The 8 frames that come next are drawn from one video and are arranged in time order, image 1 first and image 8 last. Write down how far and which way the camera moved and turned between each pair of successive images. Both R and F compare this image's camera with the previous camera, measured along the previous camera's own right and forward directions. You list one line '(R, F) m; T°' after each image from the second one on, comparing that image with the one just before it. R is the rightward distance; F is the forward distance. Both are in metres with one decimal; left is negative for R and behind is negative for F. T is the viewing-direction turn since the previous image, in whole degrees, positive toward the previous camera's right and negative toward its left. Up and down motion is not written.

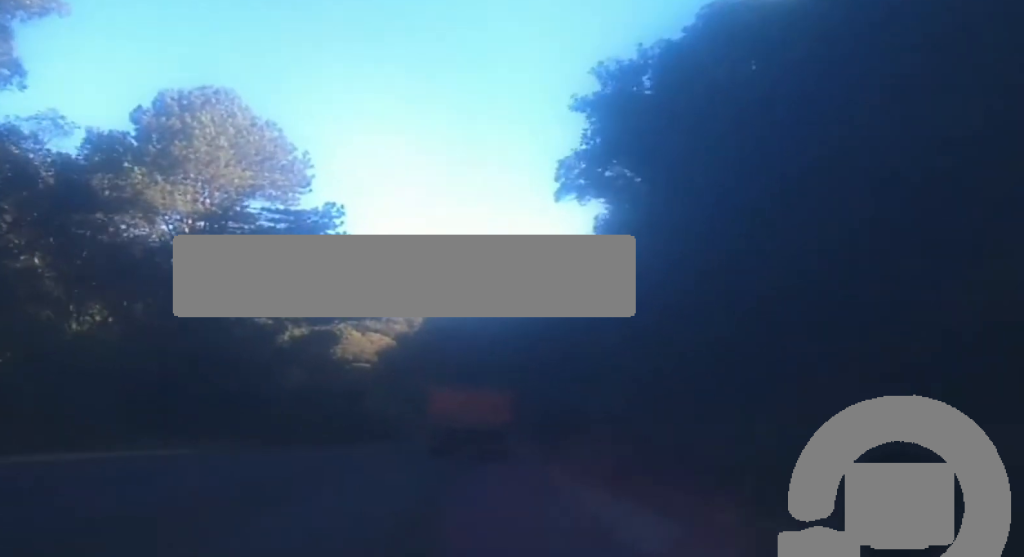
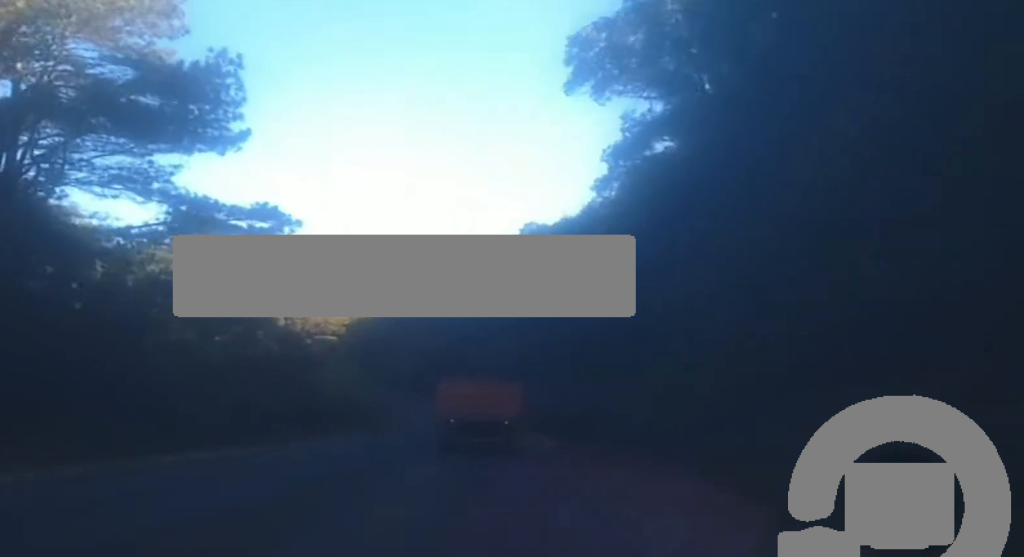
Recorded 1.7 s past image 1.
(+0.8, +24.0) m; +4°
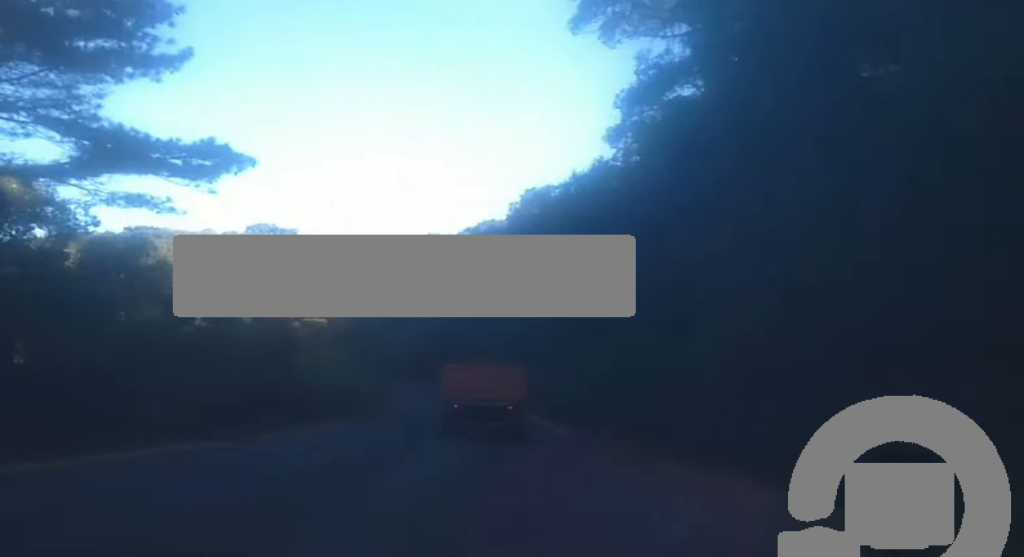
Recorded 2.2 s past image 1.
(+0.4, +7.8) m; 0°
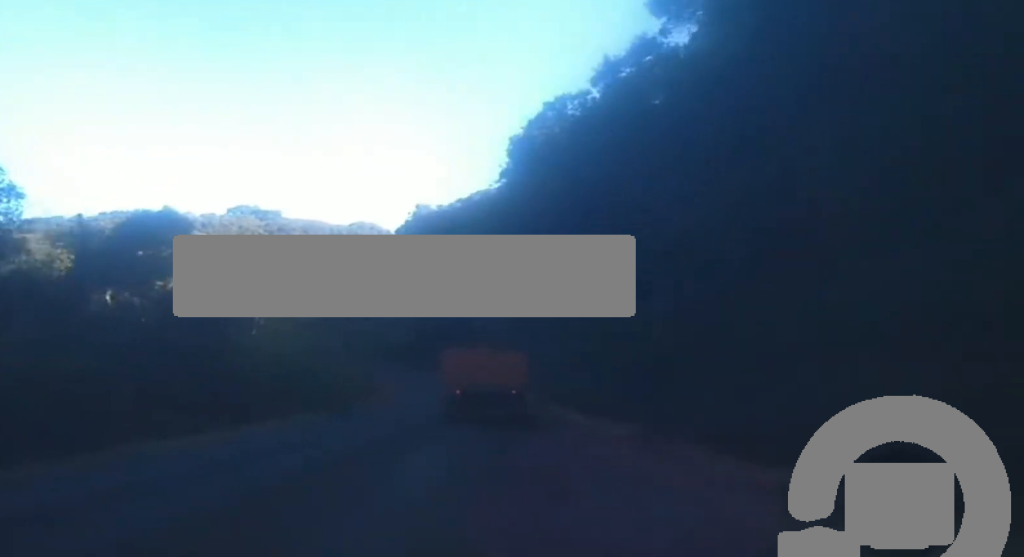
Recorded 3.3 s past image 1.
(-0.9, +15.9) m; -4°
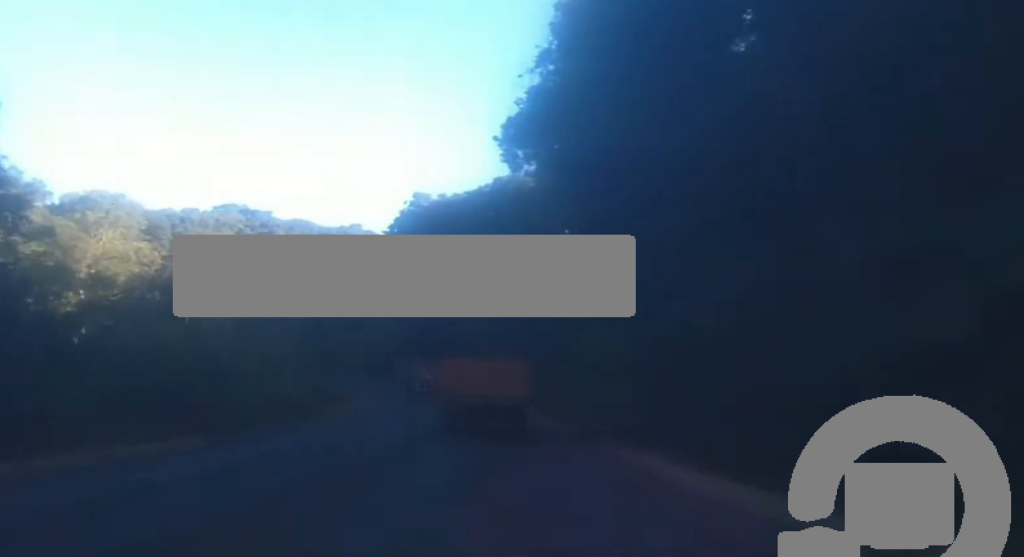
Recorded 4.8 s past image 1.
(+0.3, +24.0) m; +1°
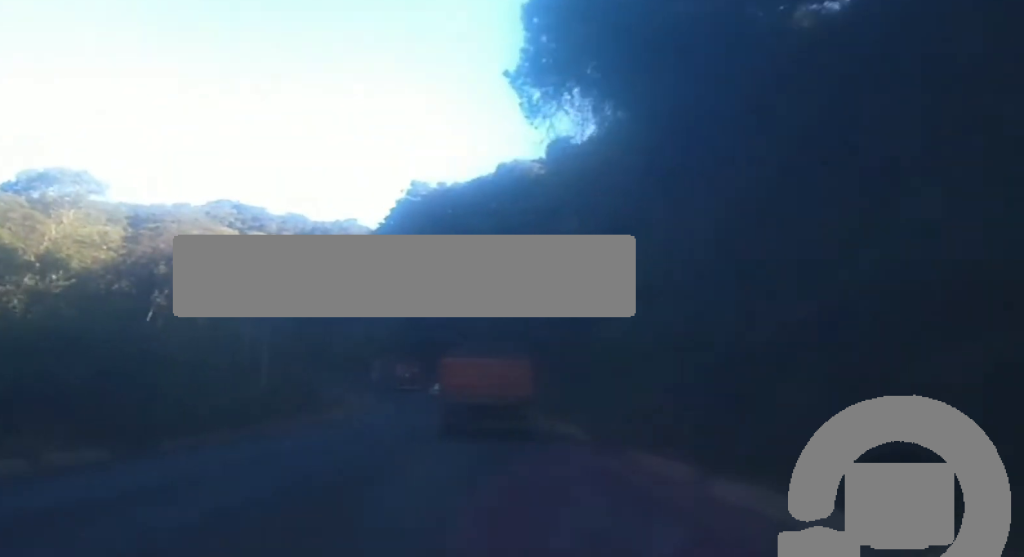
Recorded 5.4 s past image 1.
(0.0, +8.8) m; 0°
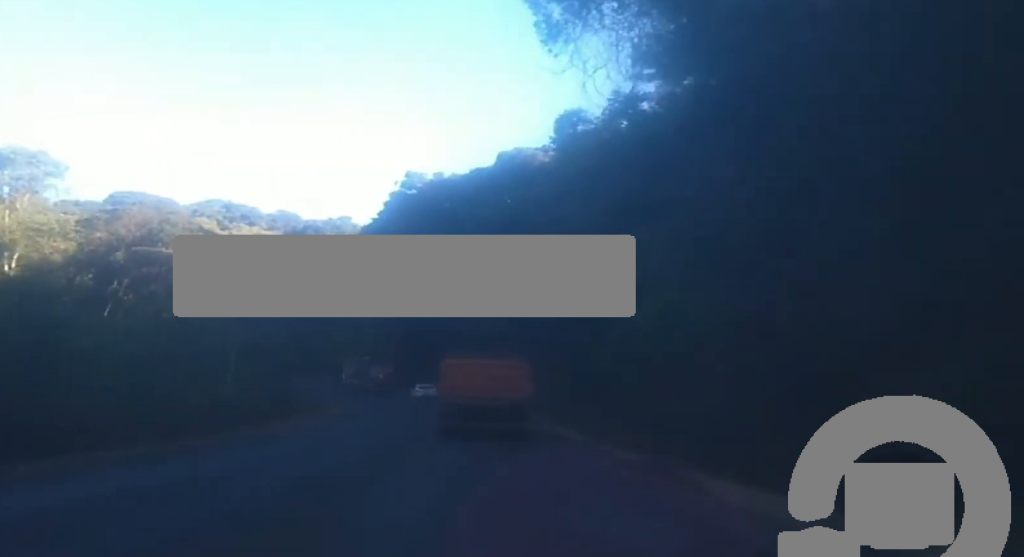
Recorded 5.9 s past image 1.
(-0.1, +7.2) m; -1°
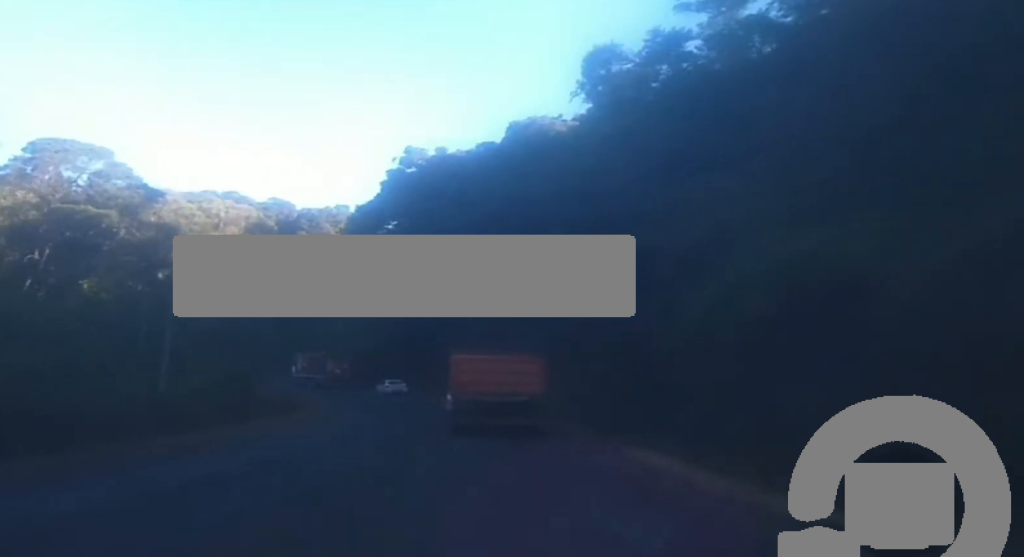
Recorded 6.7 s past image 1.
(-0.1, +12.4) m; 0°
